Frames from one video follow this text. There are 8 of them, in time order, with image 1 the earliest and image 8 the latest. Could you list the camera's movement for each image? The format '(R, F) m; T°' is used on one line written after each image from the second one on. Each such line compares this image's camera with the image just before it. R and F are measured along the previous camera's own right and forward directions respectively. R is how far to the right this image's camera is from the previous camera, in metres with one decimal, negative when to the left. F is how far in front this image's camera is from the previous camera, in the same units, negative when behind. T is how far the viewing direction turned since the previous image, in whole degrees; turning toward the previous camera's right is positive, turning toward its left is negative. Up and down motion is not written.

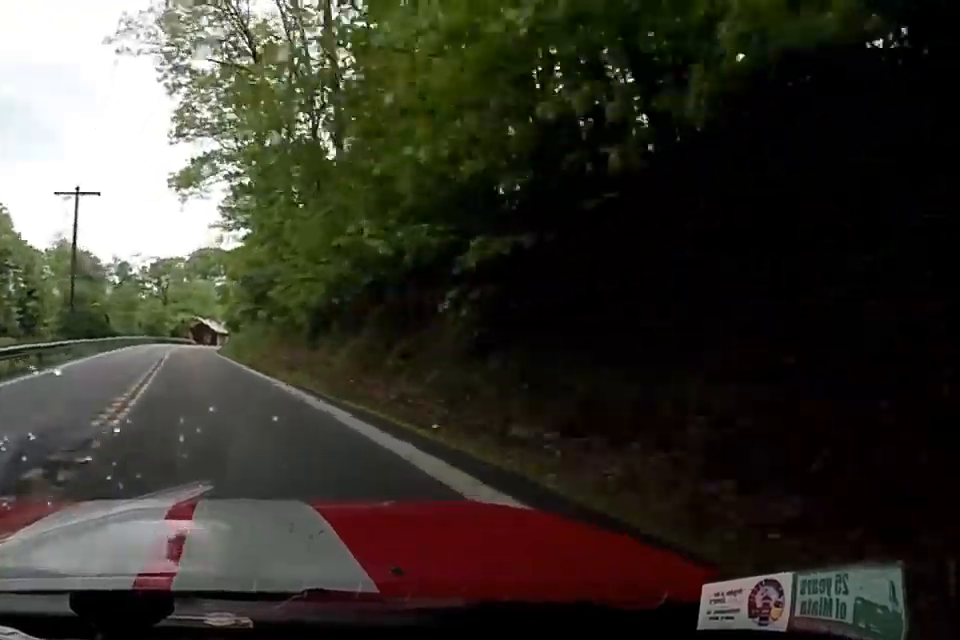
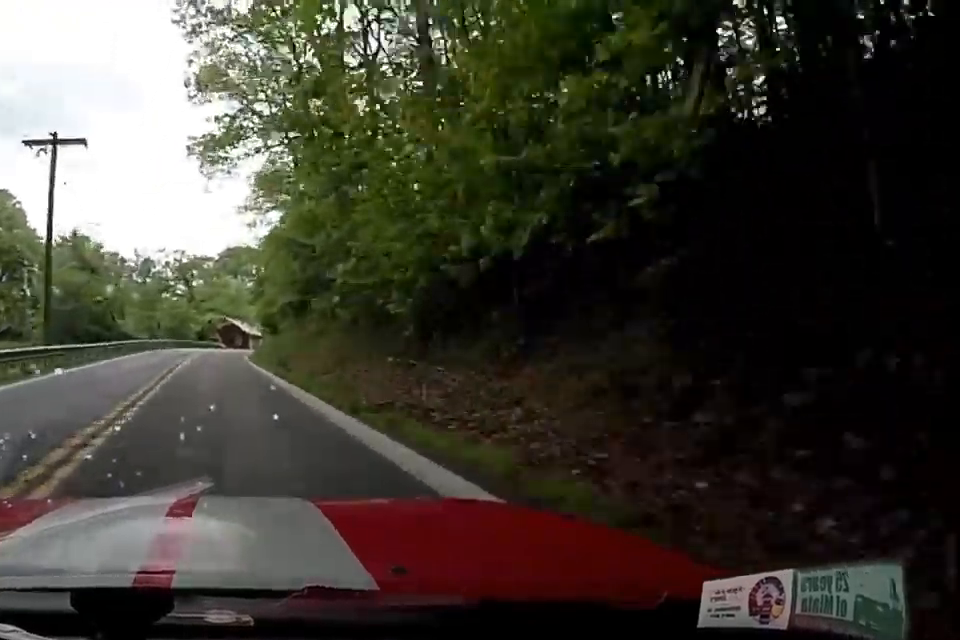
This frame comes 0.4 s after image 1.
(-0.4, +9.6) m; 0°
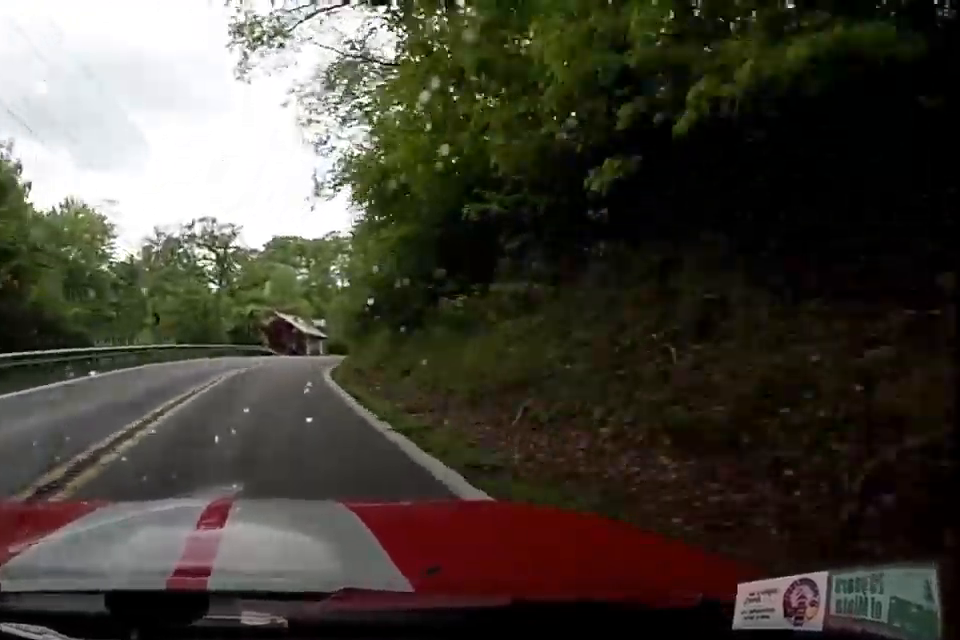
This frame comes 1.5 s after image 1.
(-0.3, +23.3) m; +3°
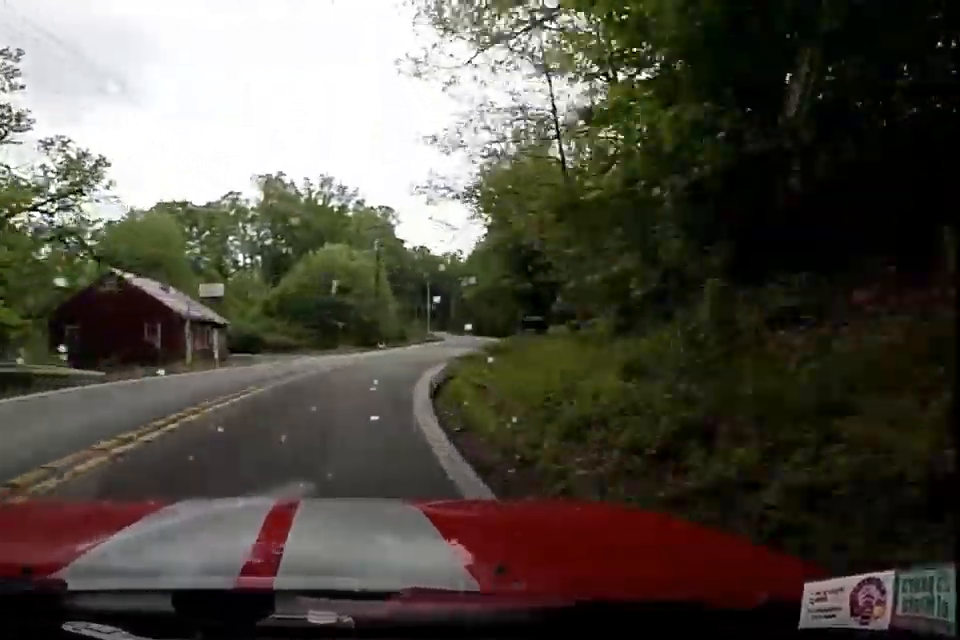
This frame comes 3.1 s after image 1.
(+2.9, +33.9) m; +11°
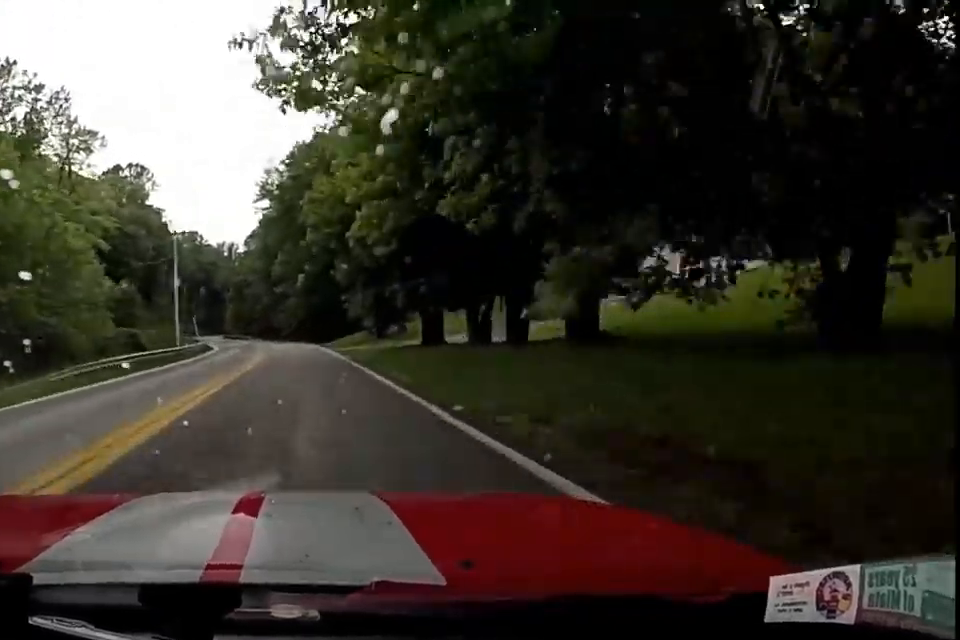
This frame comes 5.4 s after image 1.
(+3.1, +48.1) m; +7°
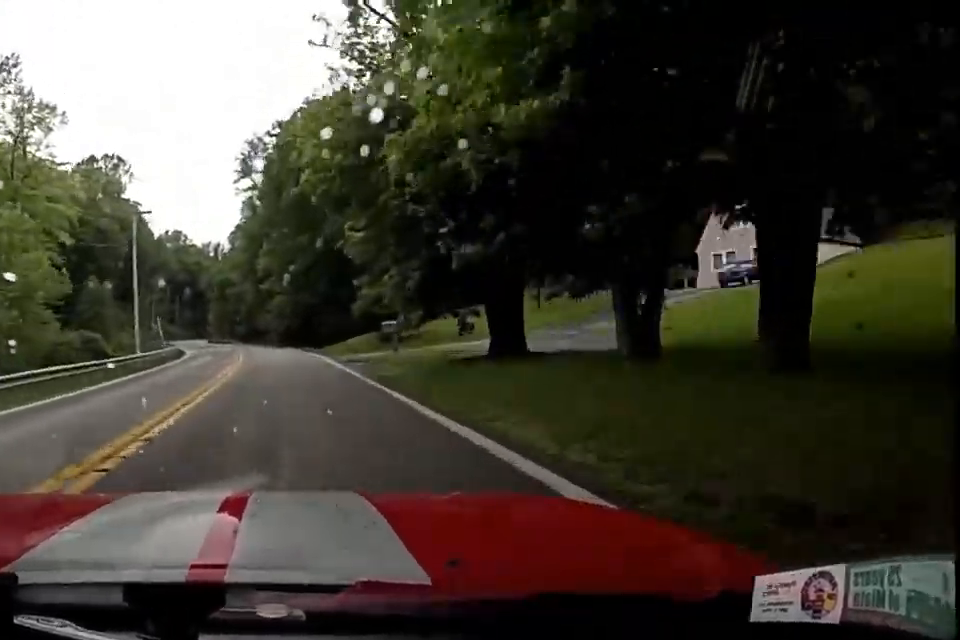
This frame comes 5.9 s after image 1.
(+0.1, +9.8) m; +2°
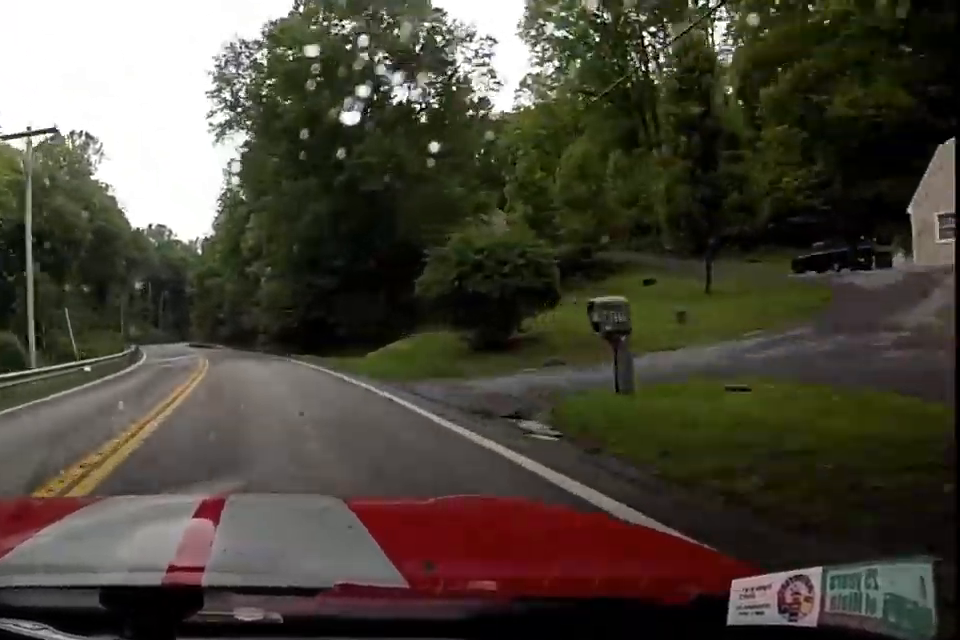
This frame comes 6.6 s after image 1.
(+0.6, +17.6) m; 0°
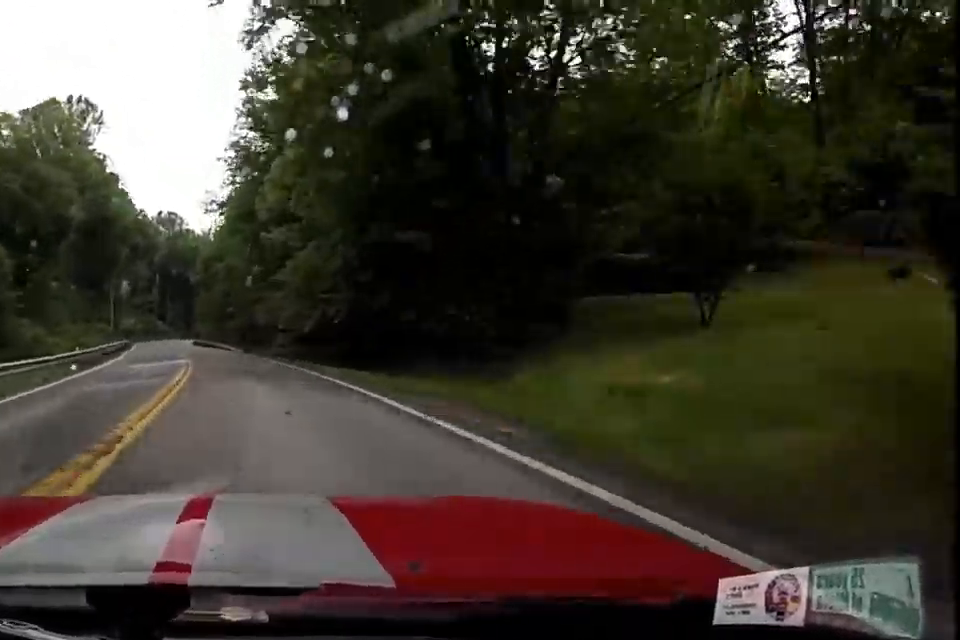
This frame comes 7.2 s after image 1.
(+0.4, +14.9) m; -2°
